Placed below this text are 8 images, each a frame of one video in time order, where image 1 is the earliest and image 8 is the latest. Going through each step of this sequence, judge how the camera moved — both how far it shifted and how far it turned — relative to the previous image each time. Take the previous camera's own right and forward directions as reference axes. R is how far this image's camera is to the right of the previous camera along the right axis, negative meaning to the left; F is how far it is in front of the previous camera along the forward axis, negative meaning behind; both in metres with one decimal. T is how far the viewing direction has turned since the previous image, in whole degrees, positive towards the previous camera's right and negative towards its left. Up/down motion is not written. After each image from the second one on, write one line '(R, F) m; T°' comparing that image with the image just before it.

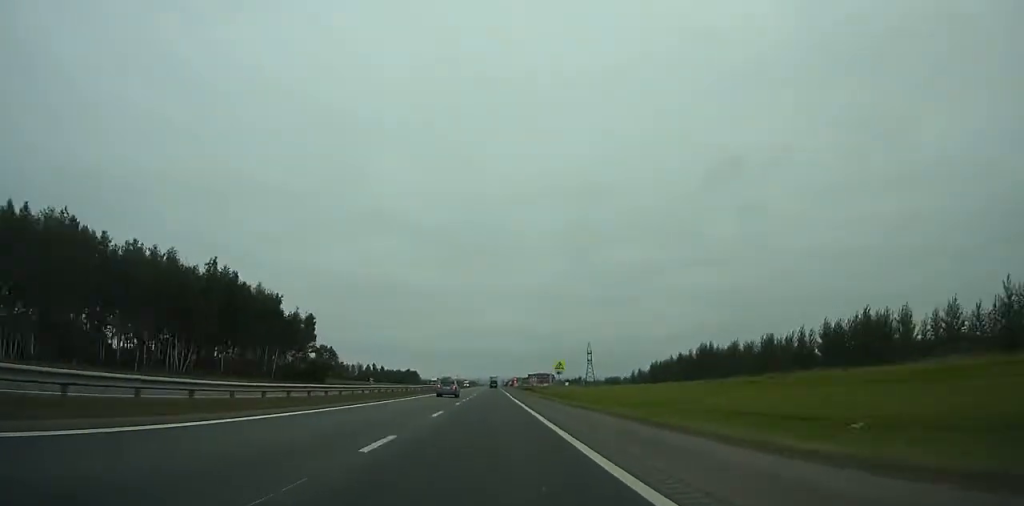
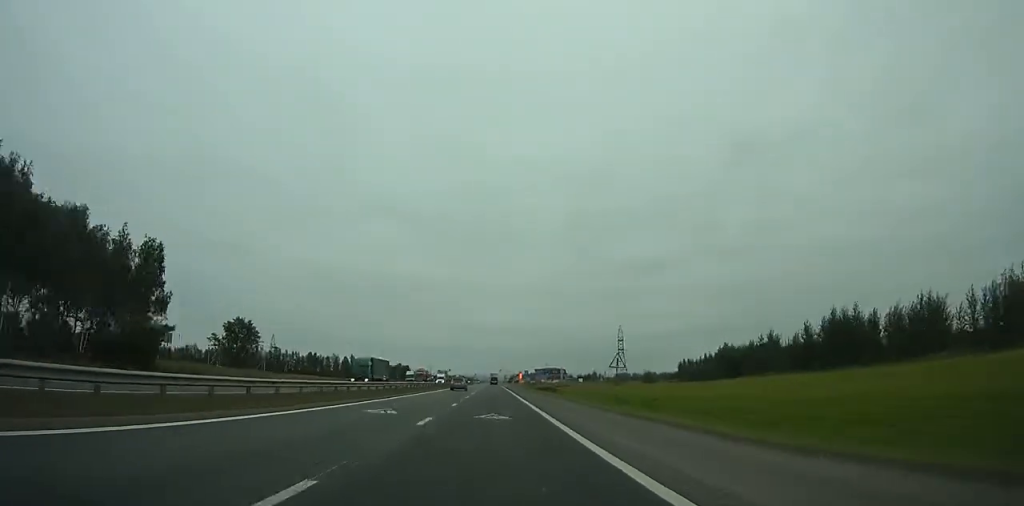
(-0.2, +76.3) m; 0°
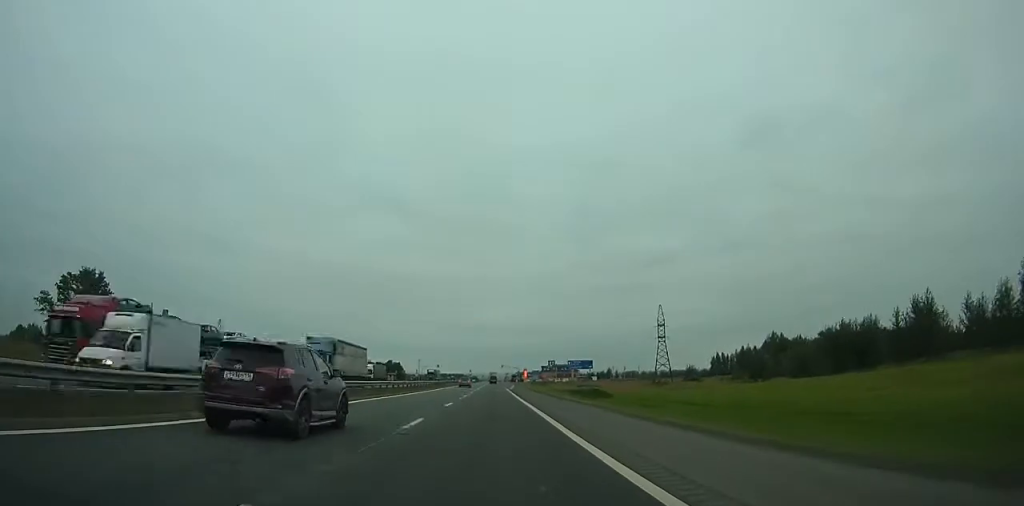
(0.0, +61.7) m; 0°
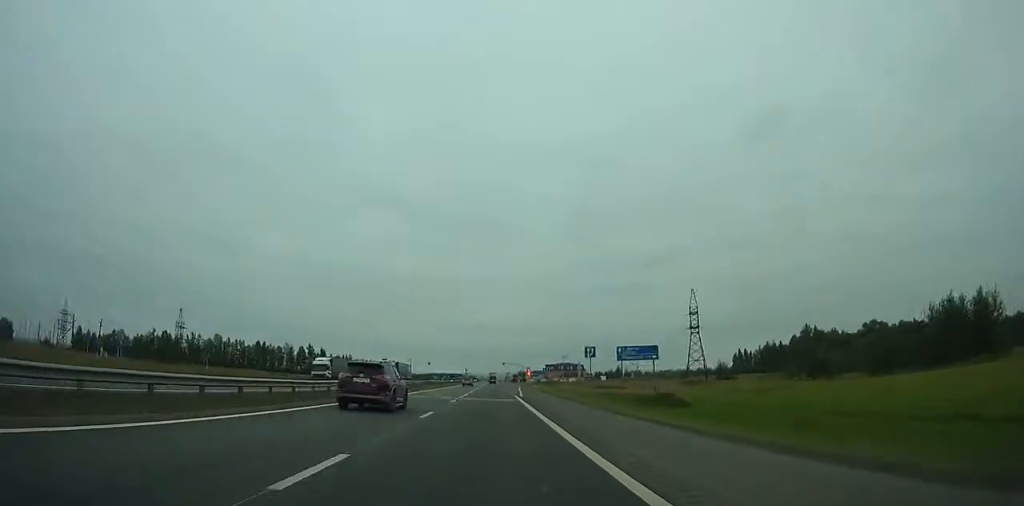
(0.0, +34.1) m; 0°
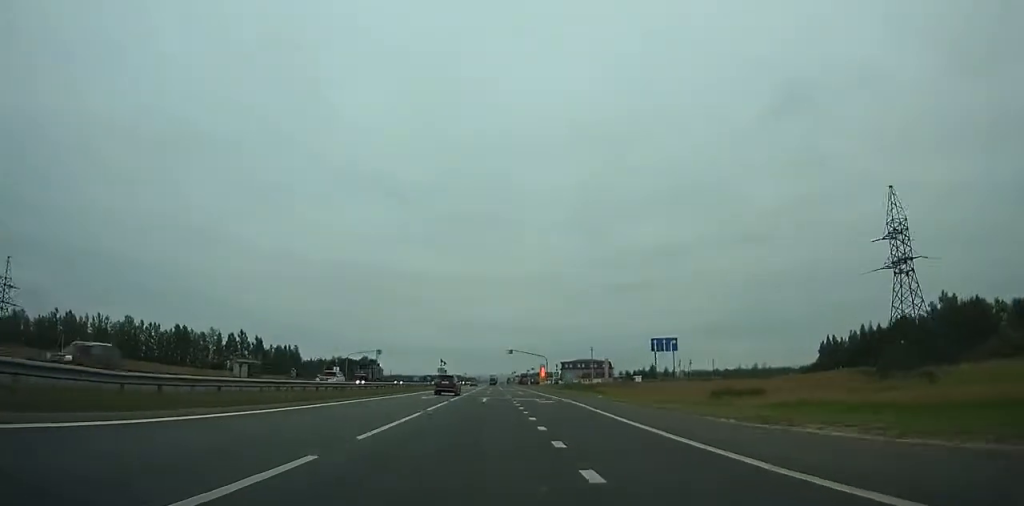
(+0.4, +88.4) m; 0°
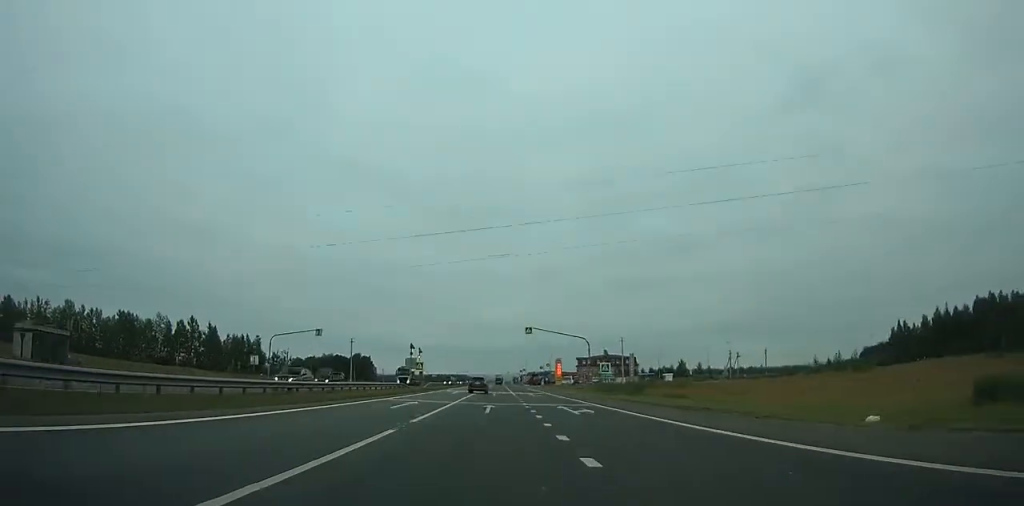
(0.0, +42.6) m; 0°
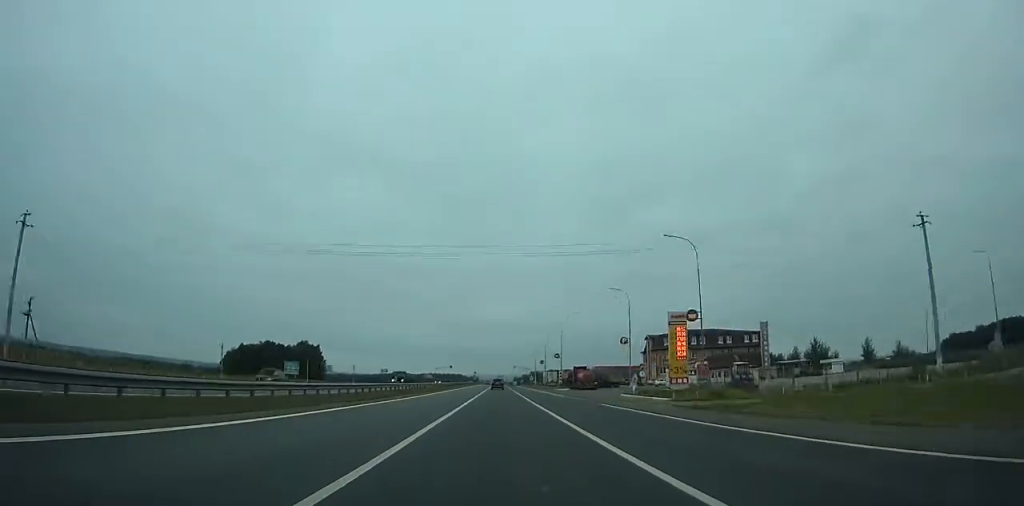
(-0.9, +120.3) m; 0°
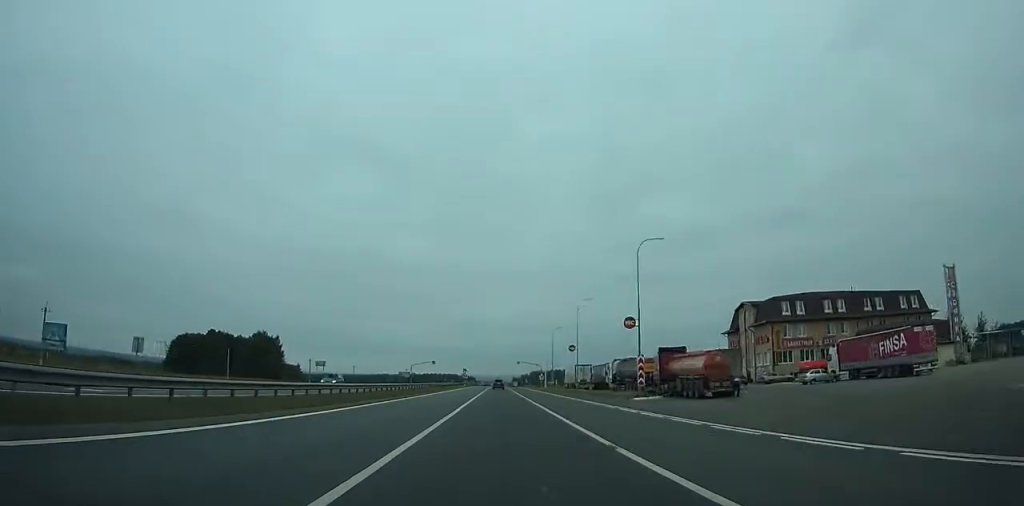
(+0.1, +53.7) m; 0°
